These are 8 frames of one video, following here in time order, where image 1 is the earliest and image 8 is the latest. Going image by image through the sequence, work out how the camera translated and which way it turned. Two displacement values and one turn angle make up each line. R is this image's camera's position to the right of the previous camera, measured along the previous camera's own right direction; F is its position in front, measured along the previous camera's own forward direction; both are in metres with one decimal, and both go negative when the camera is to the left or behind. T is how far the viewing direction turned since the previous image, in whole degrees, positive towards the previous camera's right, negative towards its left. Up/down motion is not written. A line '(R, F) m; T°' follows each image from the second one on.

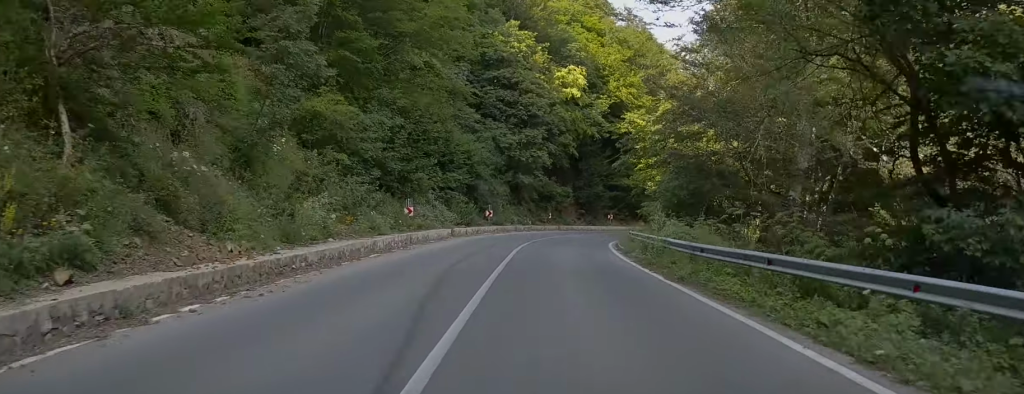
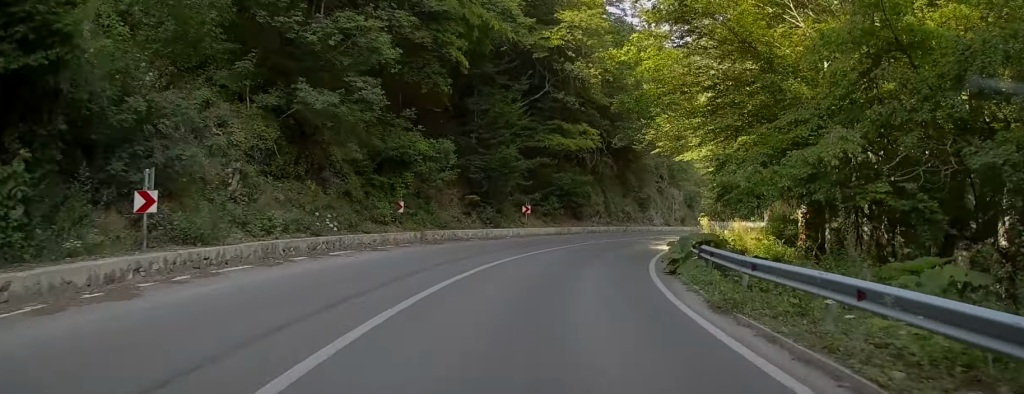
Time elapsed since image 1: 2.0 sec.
(+1.7, +33.7) m; +9°
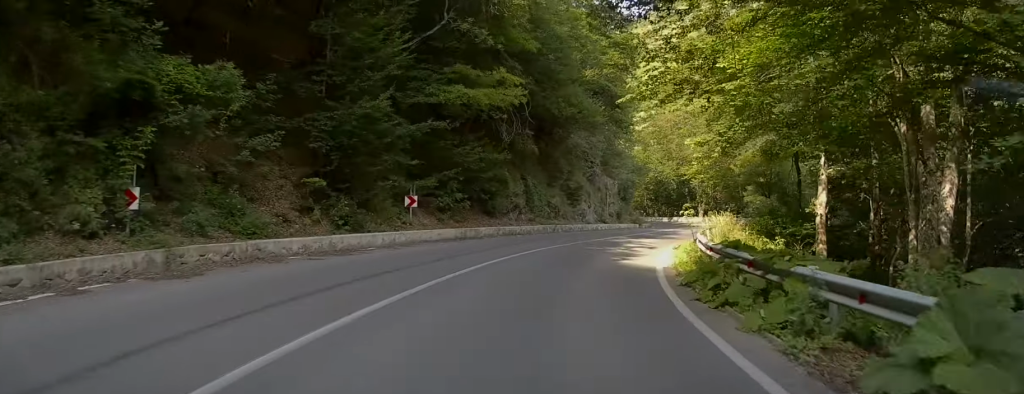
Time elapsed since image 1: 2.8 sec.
(+0.7, +12.6) m; +7°
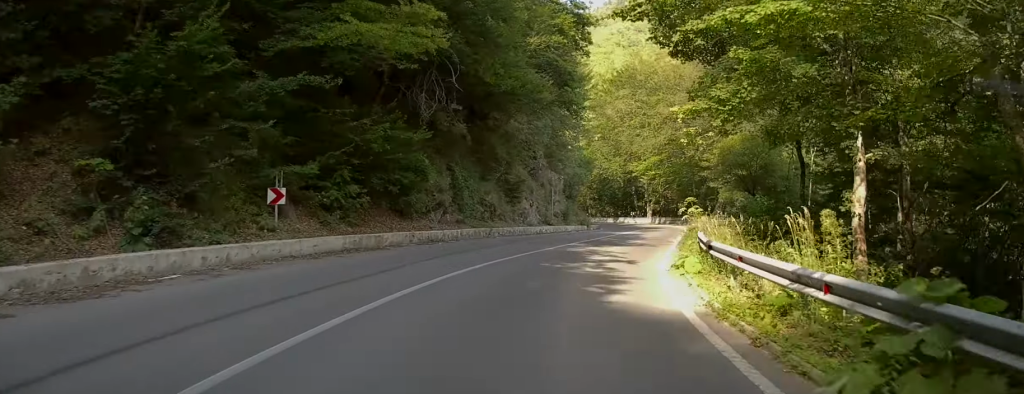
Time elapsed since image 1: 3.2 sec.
(+0.1, +7.7) m; +5°
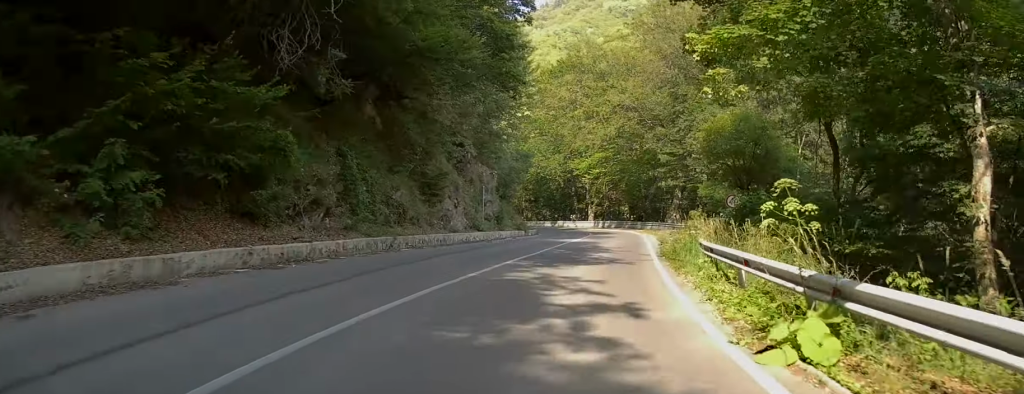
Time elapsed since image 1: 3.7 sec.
(+0.5, +8.1) m; +4°
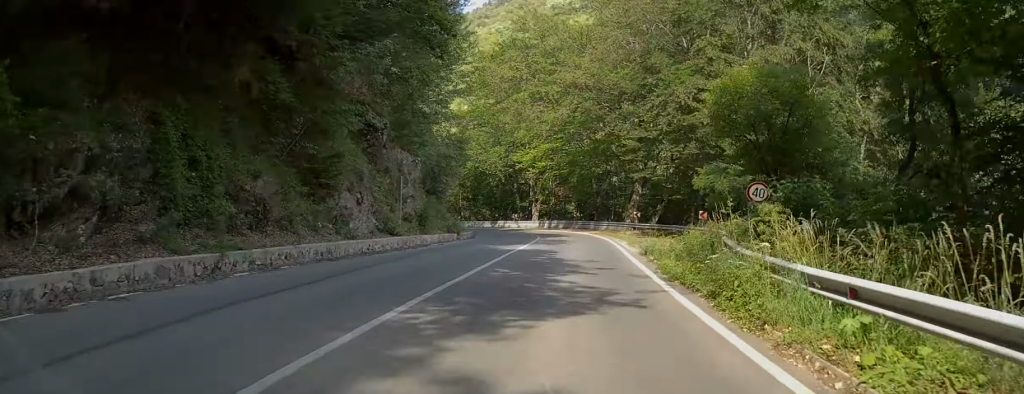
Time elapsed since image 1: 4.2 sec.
(+0.5, +8.2) m; +4°
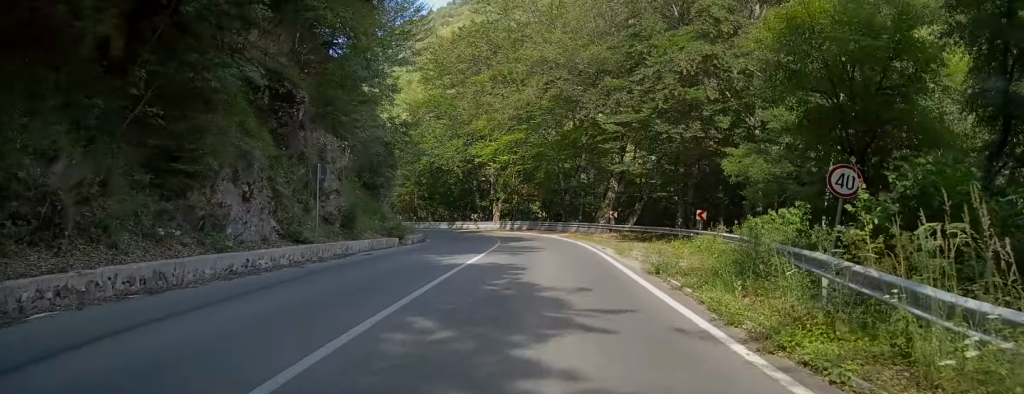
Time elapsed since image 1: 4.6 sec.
(+0.2, +6.5) m; +2°
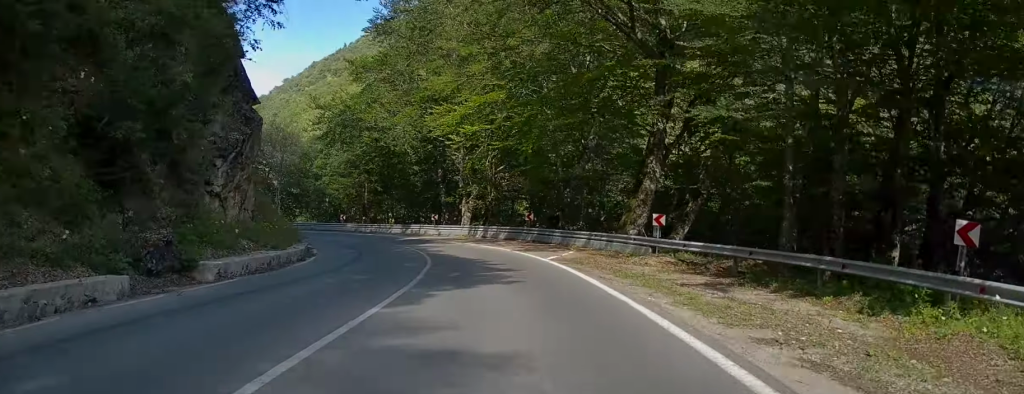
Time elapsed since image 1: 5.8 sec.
(+0.7, +18.8) m; +3°
